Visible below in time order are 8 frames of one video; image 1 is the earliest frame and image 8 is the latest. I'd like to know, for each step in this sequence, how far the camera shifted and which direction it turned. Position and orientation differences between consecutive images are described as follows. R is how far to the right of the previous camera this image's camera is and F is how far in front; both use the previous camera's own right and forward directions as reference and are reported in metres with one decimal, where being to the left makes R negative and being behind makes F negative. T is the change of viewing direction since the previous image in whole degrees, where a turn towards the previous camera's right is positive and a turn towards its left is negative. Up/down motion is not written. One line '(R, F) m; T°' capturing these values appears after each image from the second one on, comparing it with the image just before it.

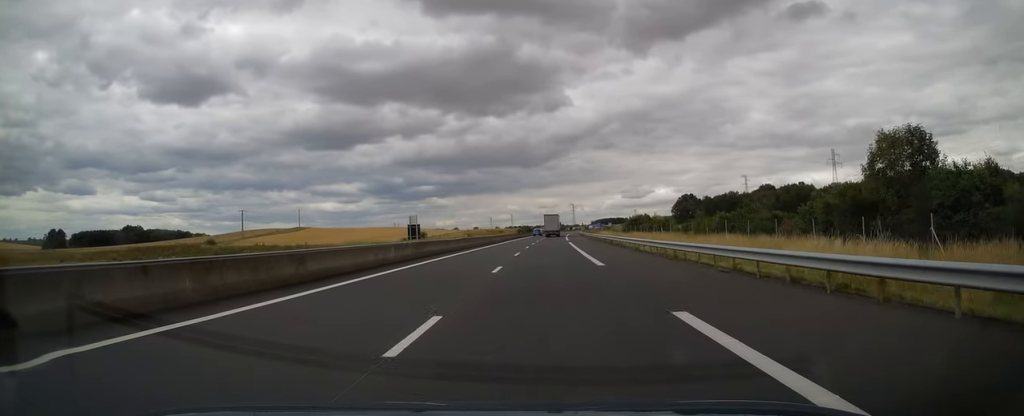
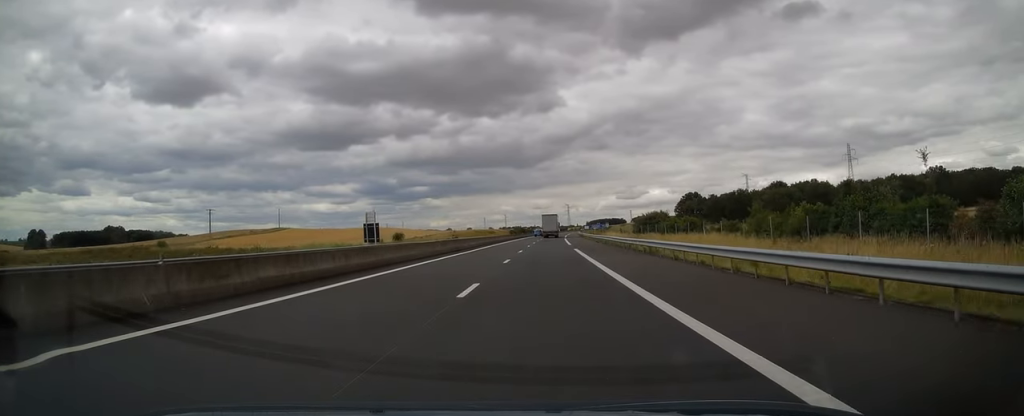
(-0.1, +20.1) m; +1°
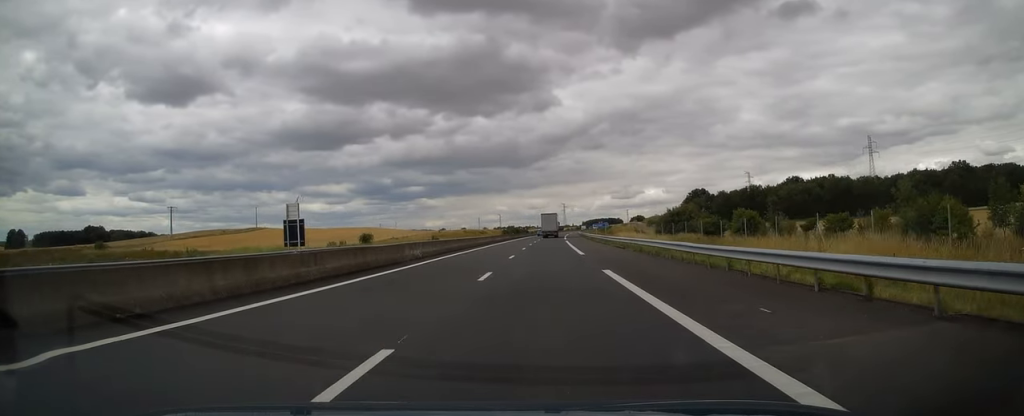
(+0.4, +21.6) m; +1°
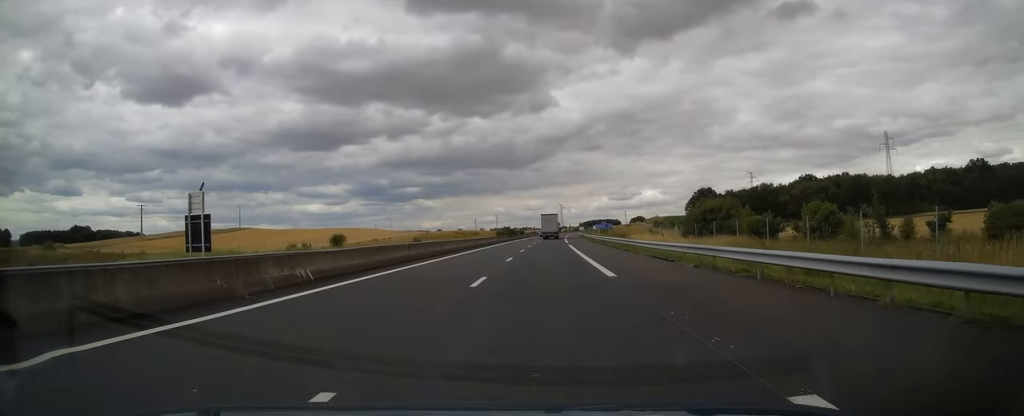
(+0.1, +14.7) m; 0°
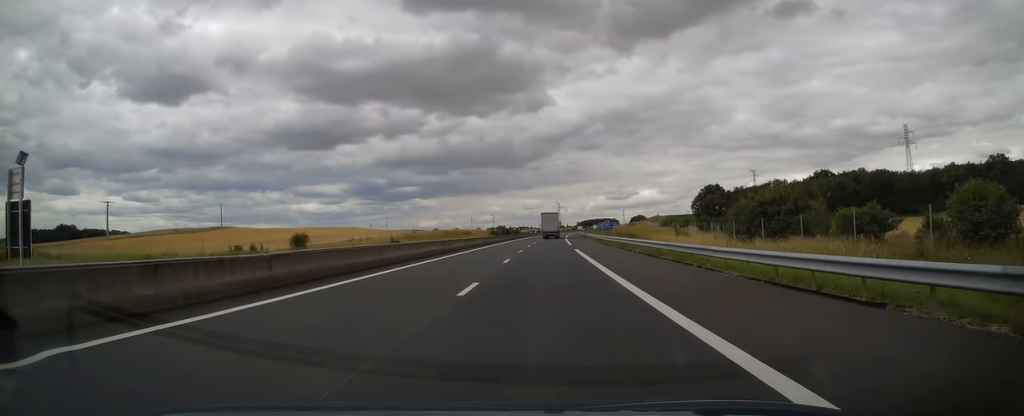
(0.0, +15.2) m; 0°
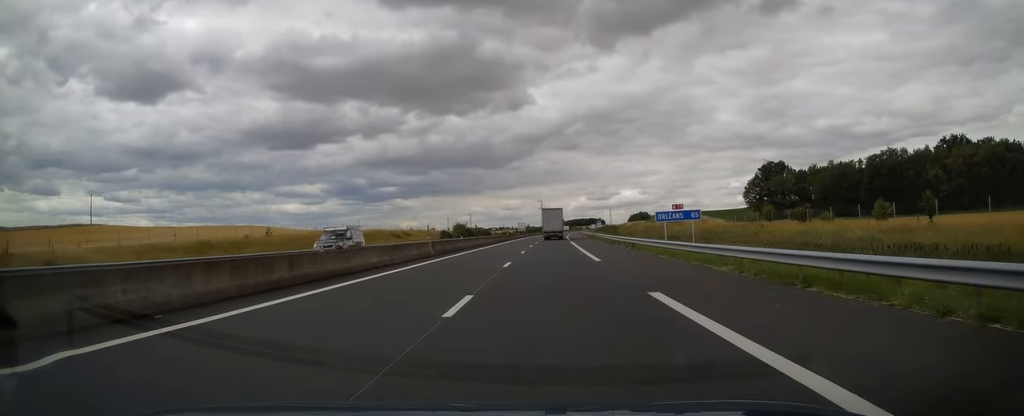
(+0.4, +80.6) m; +2°
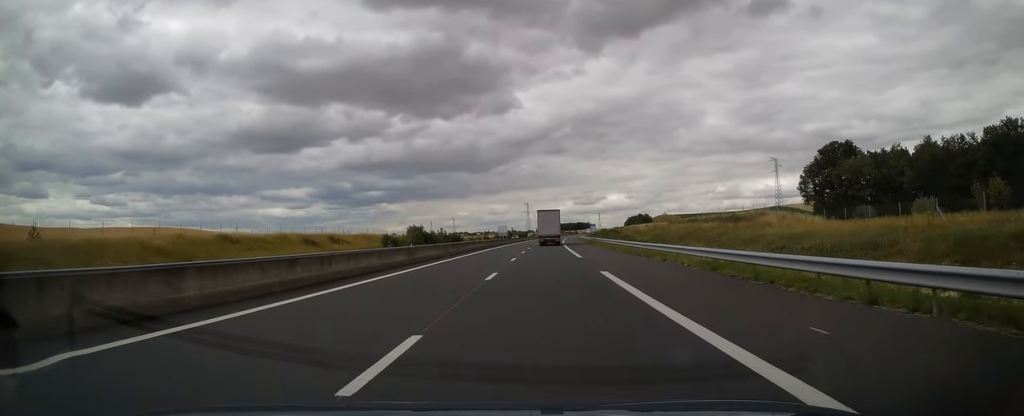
(+0.8, +43.2) m; +2°
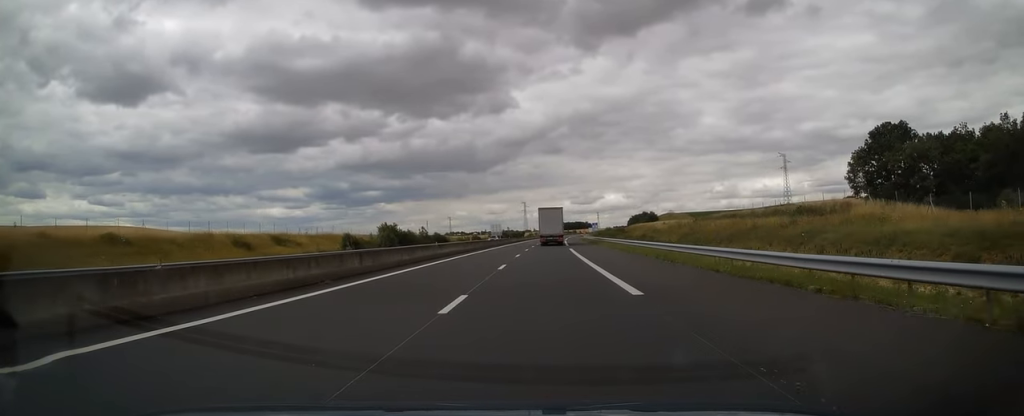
(0.0, +20.8) m; 0°
